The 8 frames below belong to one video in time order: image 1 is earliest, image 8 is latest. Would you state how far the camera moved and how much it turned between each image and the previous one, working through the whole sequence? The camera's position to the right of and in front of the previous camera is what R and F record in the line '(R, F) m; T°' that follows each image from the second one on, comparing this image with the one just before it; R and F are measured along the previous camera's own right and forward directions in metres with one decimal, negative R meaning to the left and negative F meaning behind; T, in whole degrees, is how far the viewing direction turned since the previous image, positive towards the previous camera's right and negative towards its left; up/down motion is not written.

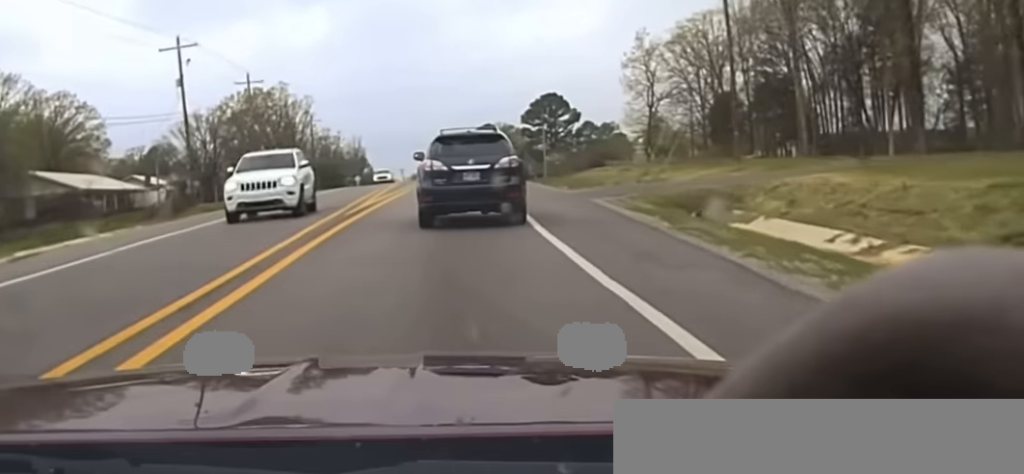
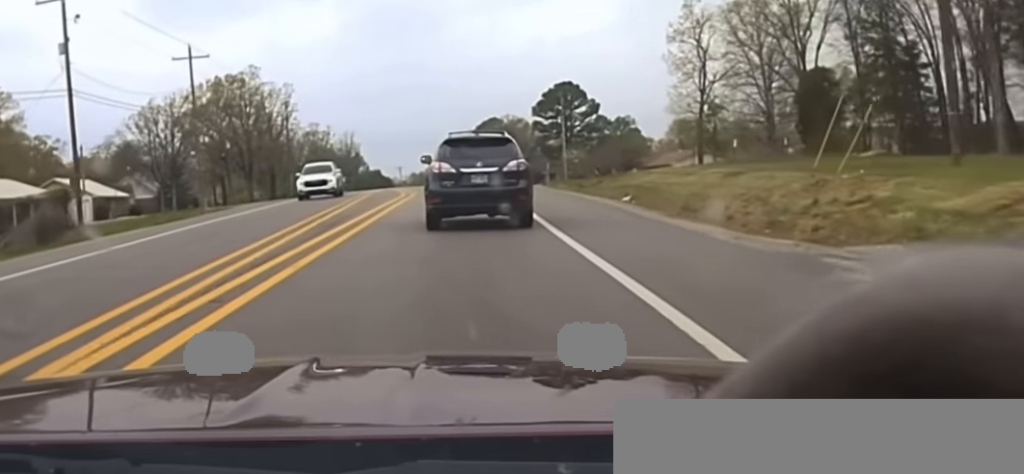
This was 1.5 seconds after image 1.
(0.0, +25.1) m; +1°
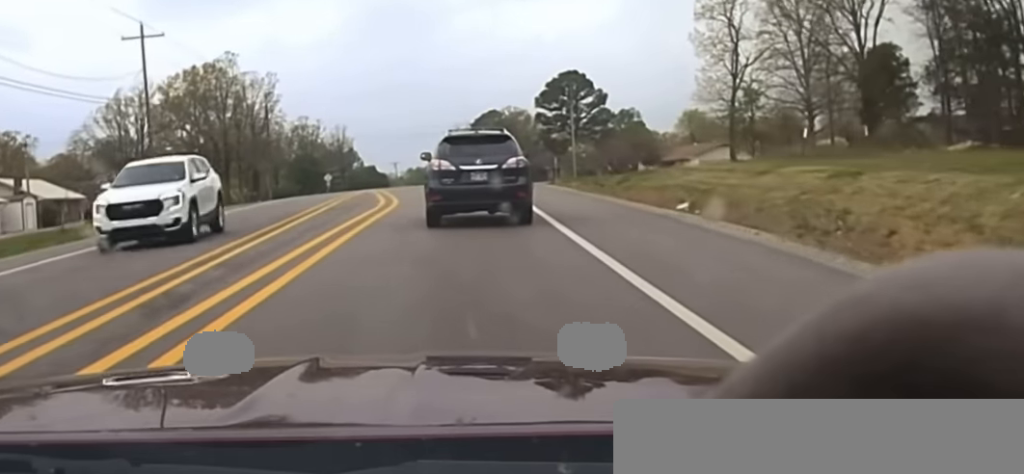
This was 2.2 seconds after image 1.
(+0.1, +11.8) m; +1°
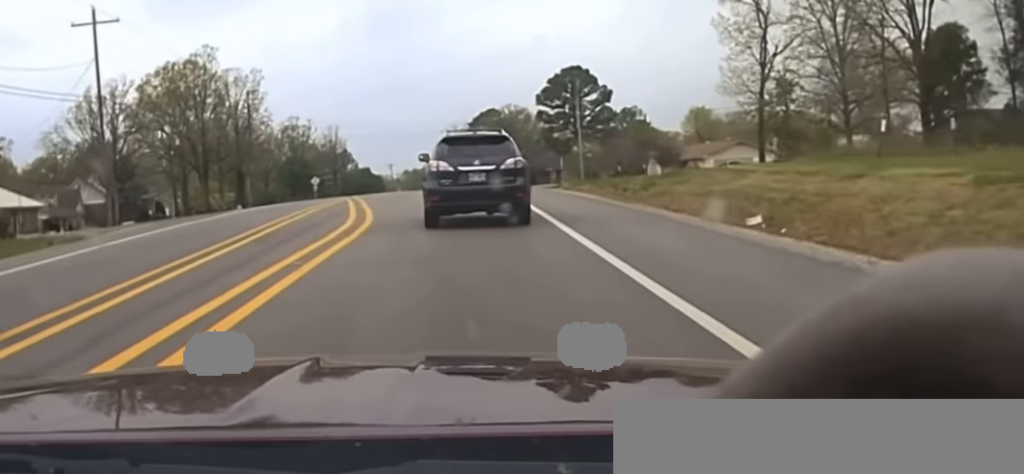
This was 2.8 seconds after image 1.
(+0.2, +8.1) m; 0°
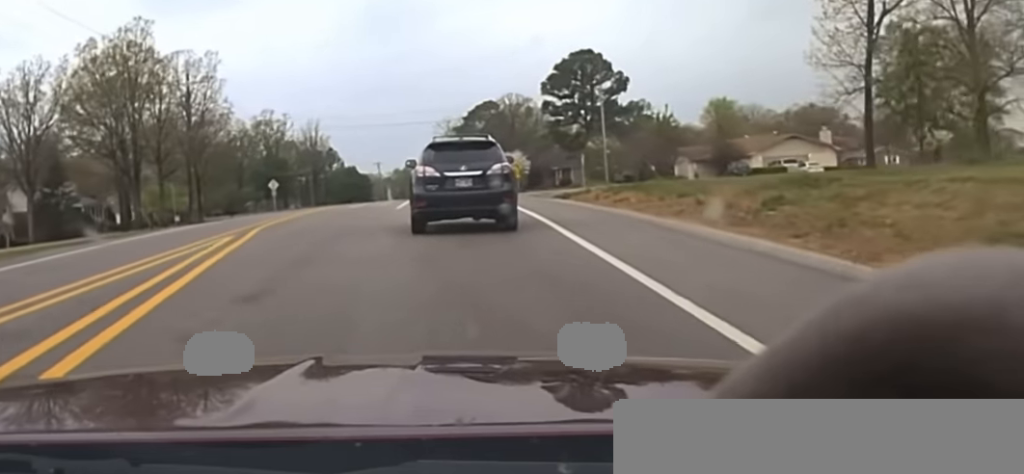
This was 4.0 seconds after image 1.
(-0.2, +20.3) m; -1°
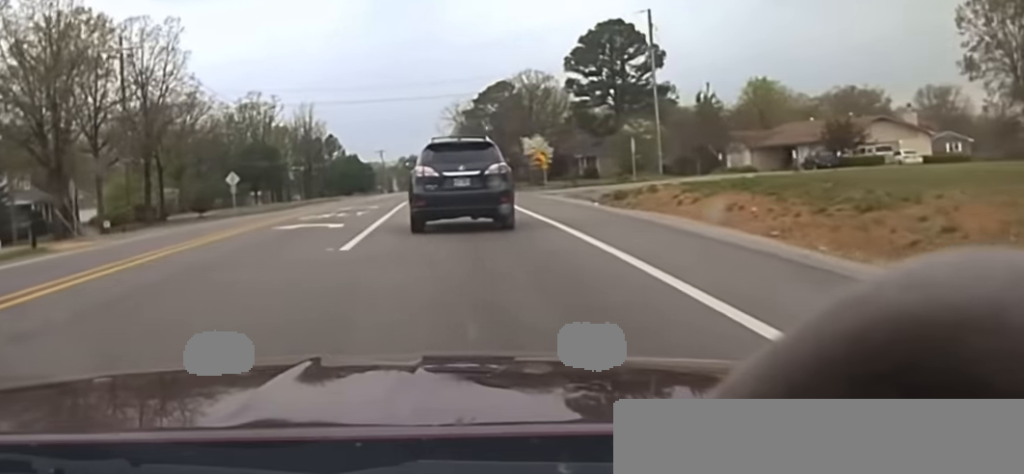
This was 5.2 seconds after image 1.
(0.0, +21.9) m; 0°
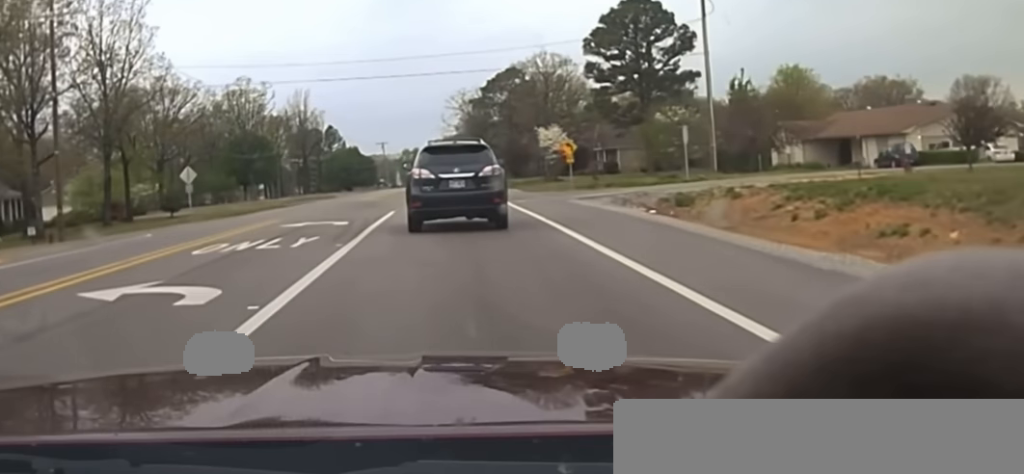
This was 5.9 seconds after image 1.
(+0.1, +16.3) m; 0°
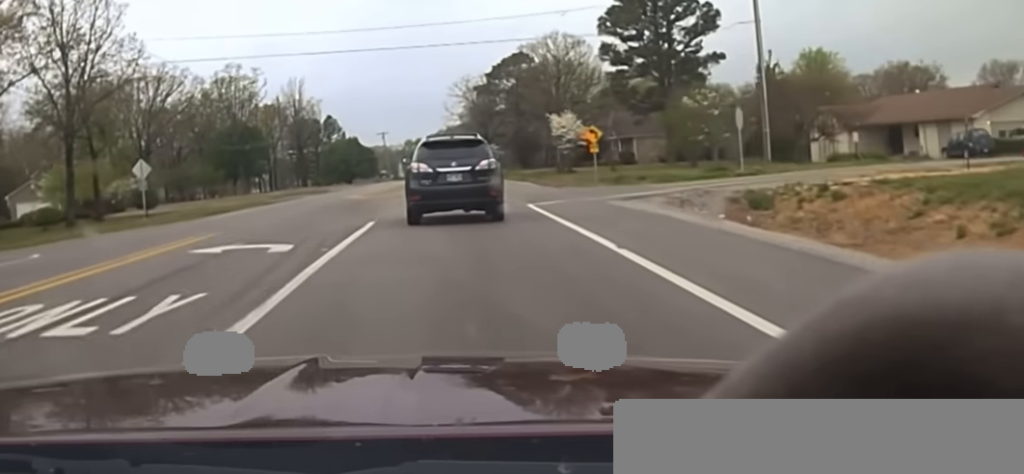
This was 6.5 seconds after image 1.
(-0.1, +10.2) m; -1°
